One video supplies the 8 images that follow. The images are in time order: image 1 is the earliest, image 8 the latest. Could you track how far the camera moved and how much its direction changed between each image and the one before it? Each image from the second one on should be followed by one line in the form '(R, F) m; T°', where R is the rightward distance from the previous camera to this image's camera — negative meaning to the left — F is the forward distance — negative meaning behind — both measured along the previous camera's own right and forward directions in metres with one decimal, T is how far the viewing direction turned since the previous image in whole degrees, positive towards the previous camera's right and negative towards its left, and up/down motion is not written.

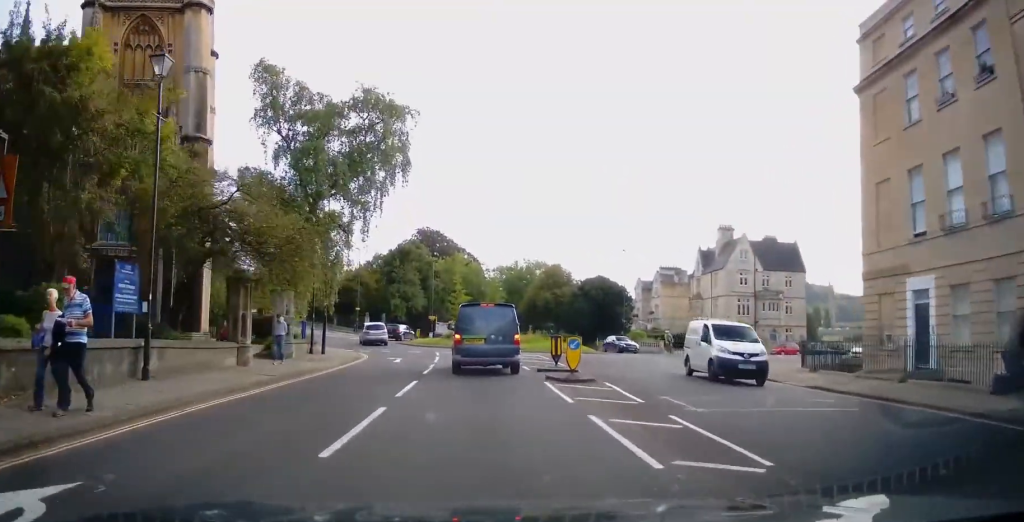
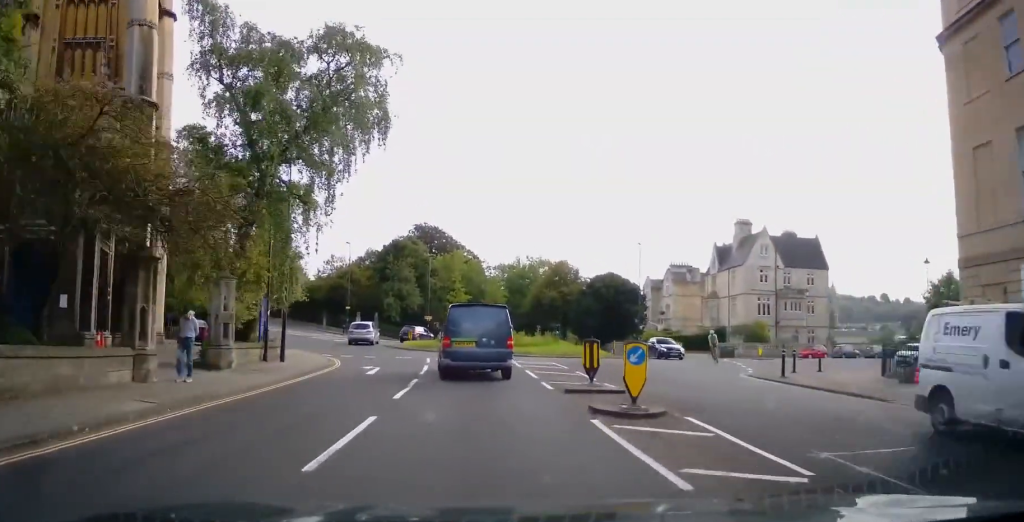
(0.0, +5.7) m; +1°
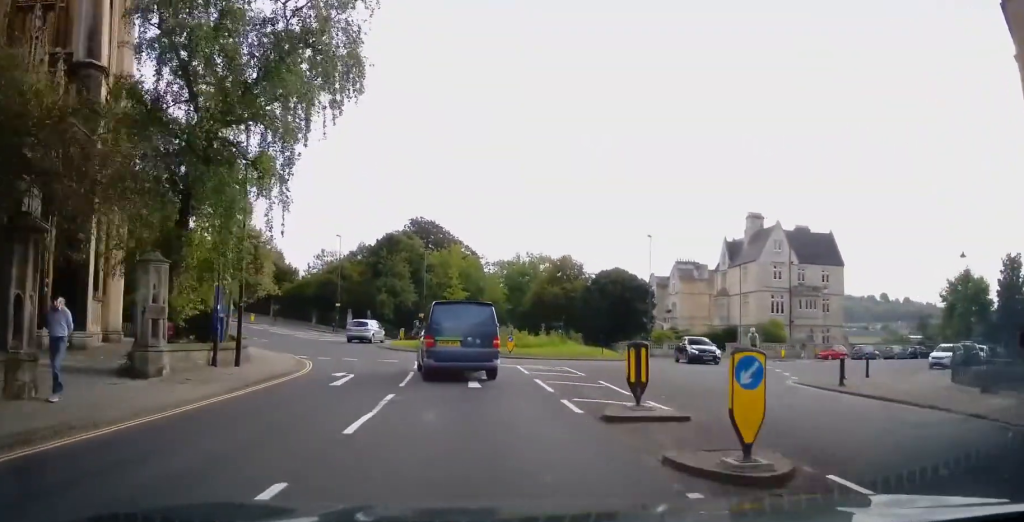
(+0.1, +4.1) m; +1°
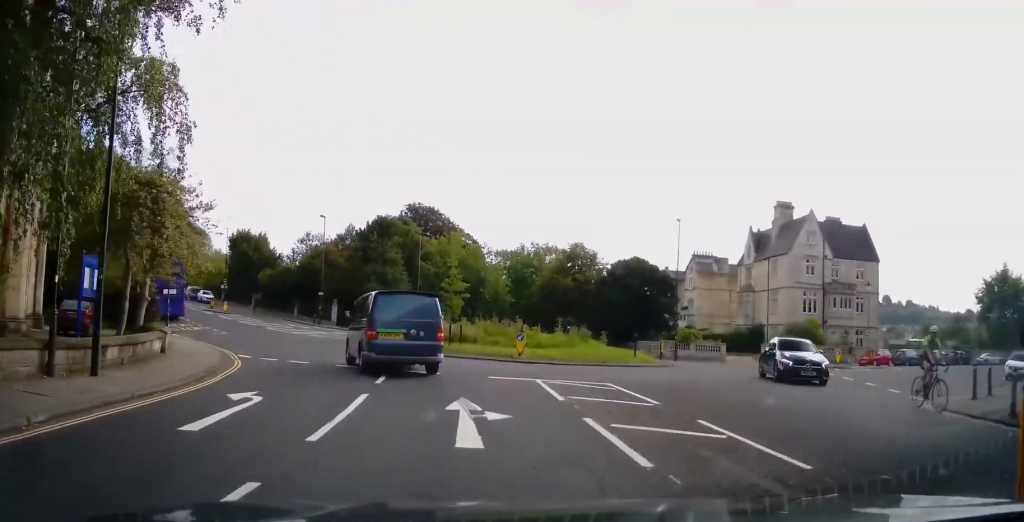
(+0.1, +7.3) m; -1°
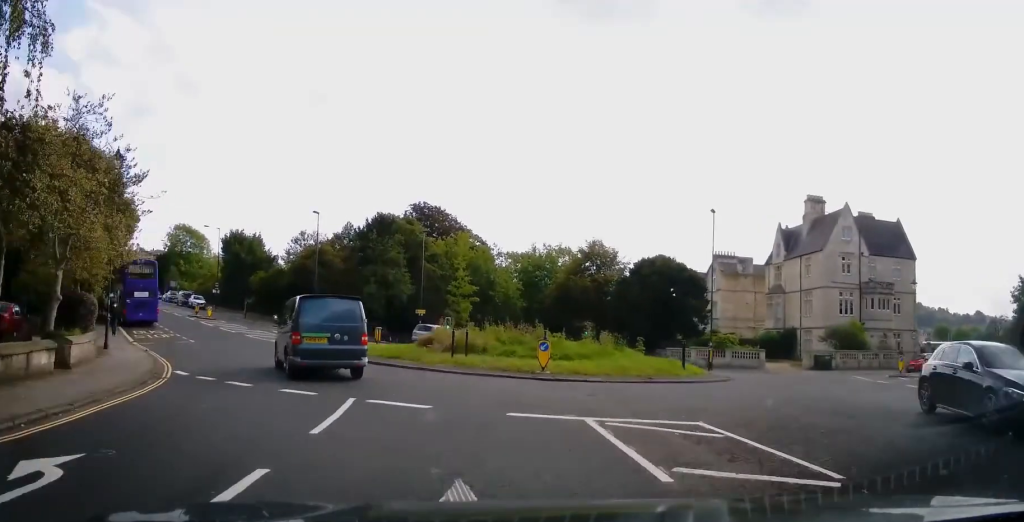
(-0.1, +5.7) m; -4°
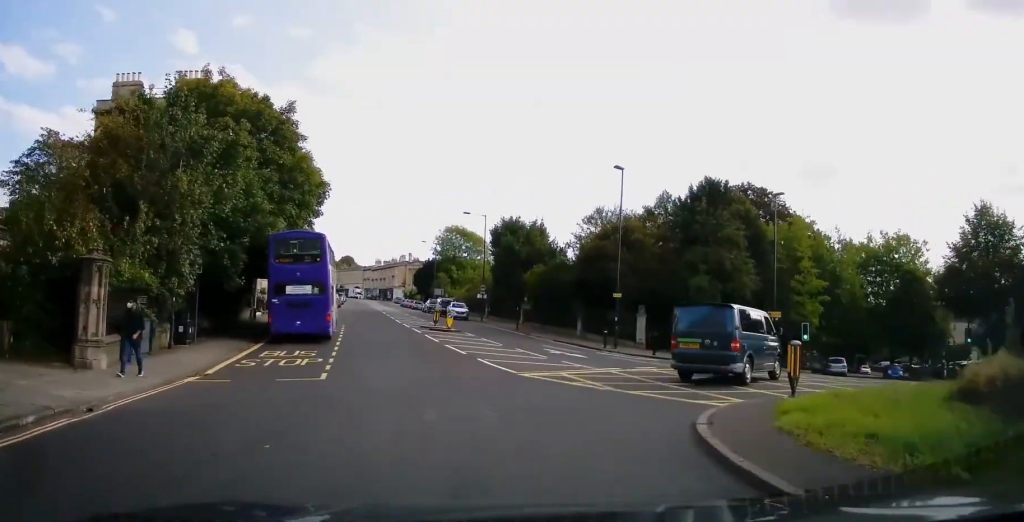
(-3.6, +18.5) m; -19°
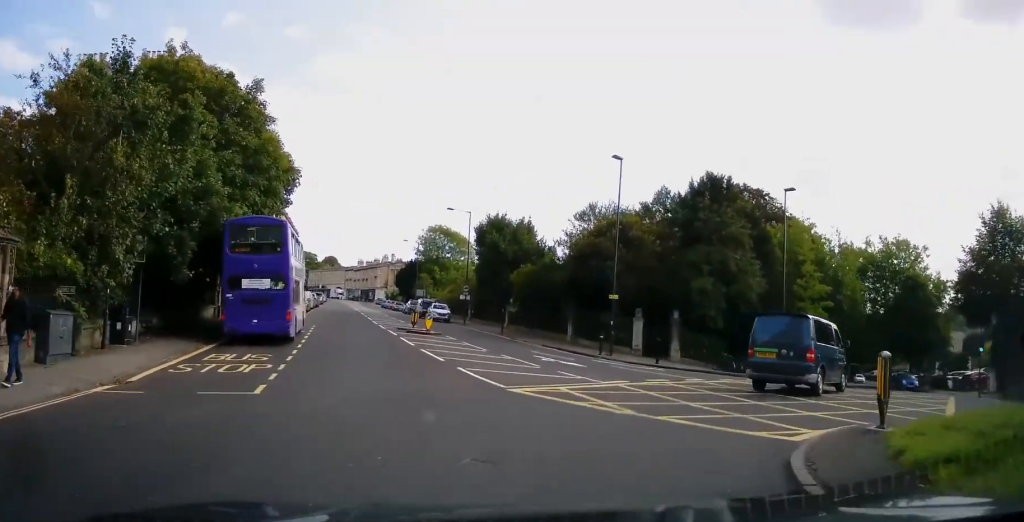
(-0.2, +3.1) m; +1°
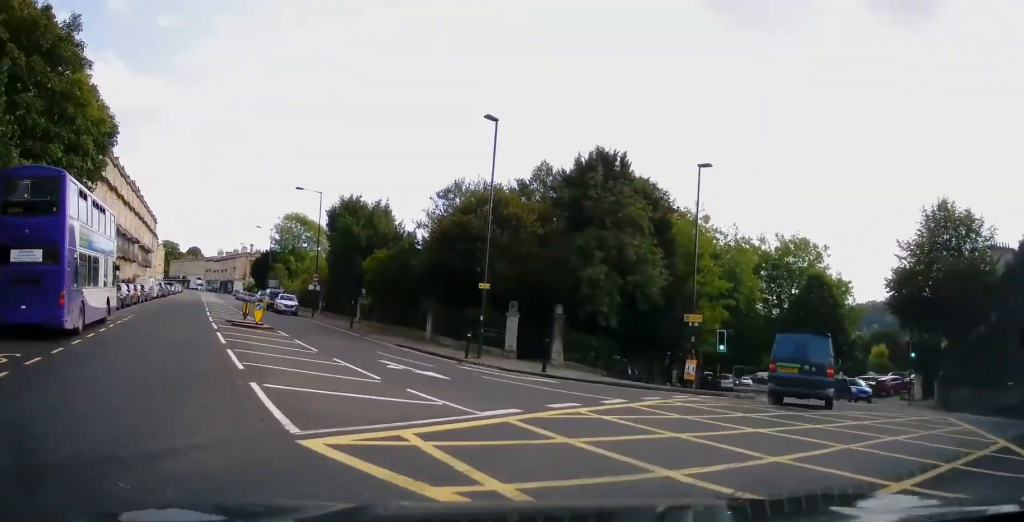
(+0.2, +6.0) m; +10°
